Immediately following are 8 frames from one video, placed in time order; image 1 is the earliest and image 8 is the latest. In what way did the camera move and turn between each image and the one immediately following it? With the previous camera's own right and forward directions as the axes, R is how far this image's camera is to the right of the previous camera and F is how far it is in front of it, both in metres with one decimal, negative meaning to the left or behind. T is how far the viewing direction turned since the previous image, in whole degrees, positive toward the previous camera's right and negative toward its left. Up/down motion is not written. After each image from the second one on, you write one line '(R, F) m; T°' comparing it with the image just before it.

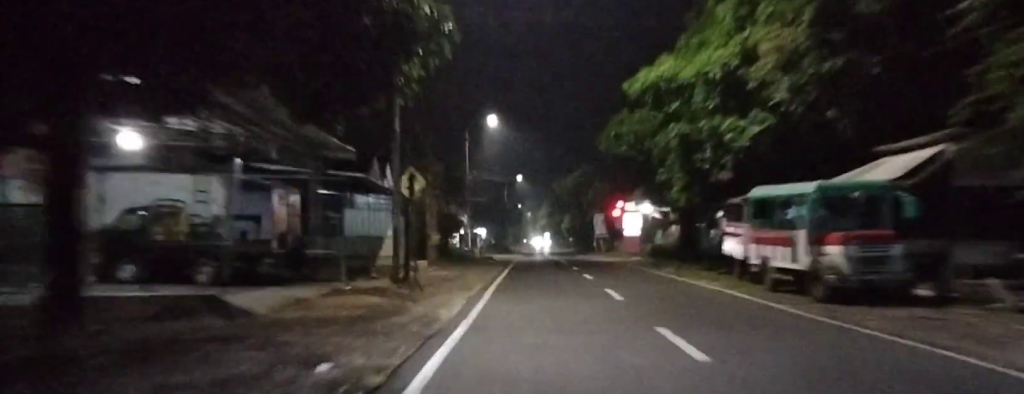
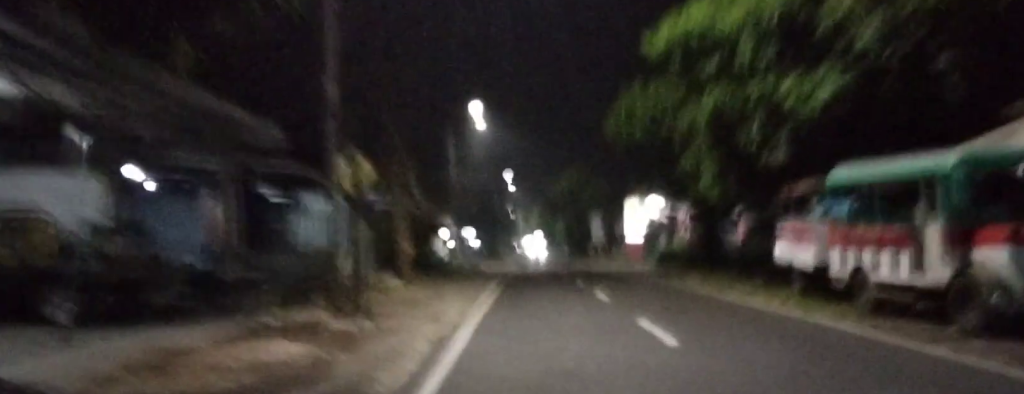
(0.0, +6.2) m; 0°
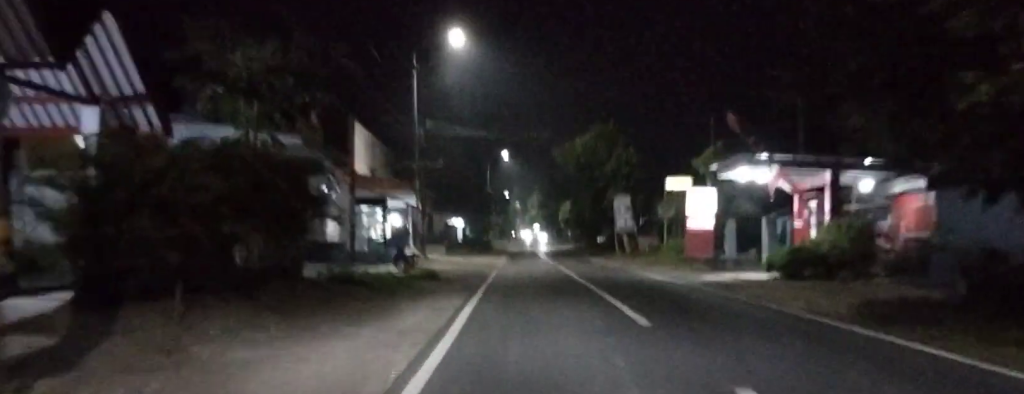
(-0.3, +21.9) m; -1°
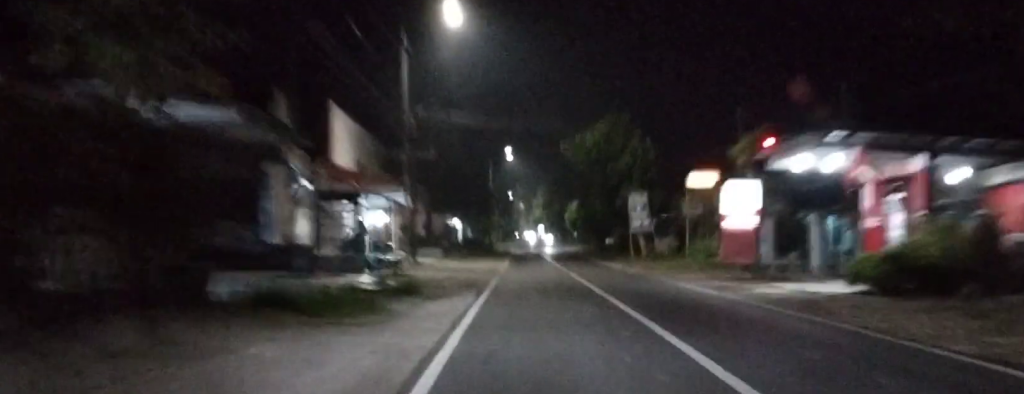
(-0.2, +5.8) m; 0°
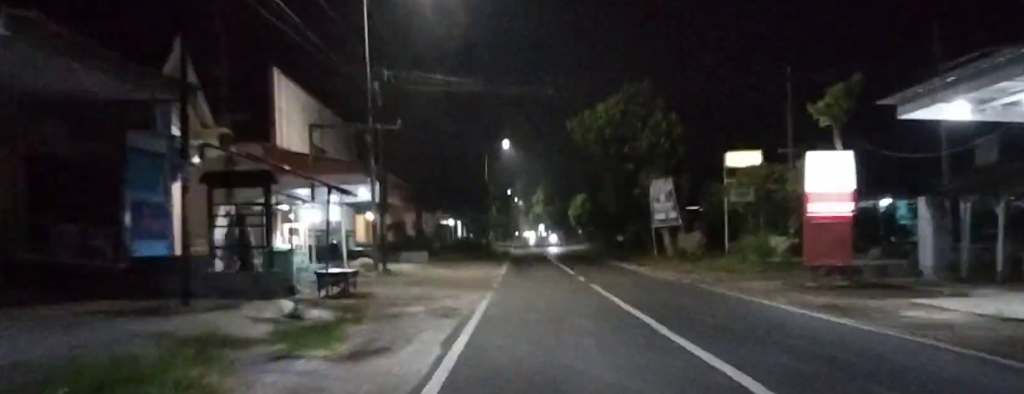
(+0.4, +8.6) m; +2°
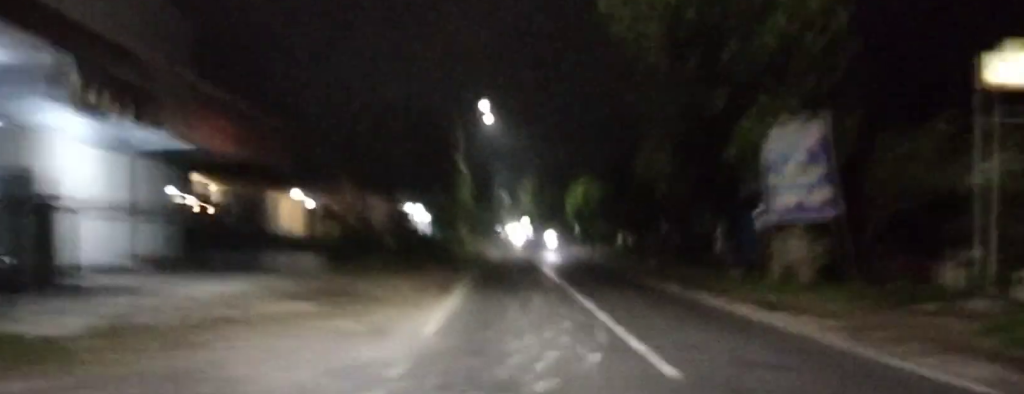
(+0.1, +21.8) m; 0°
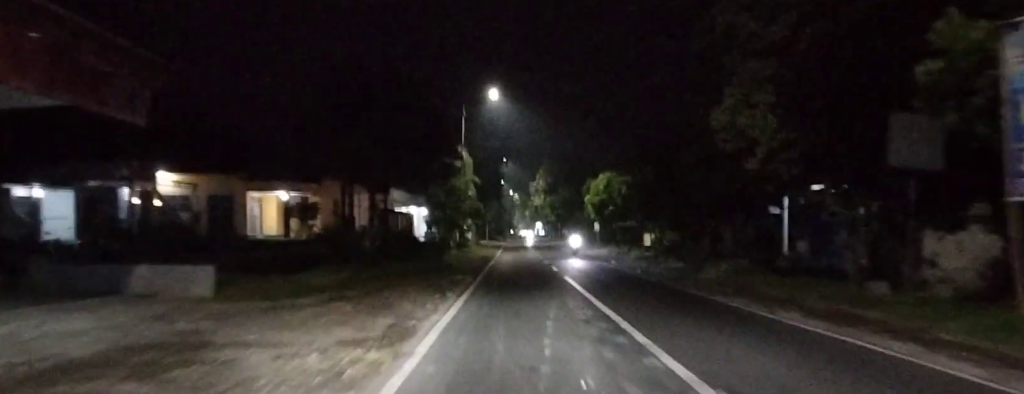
(0.0, +9.7) m; 0°
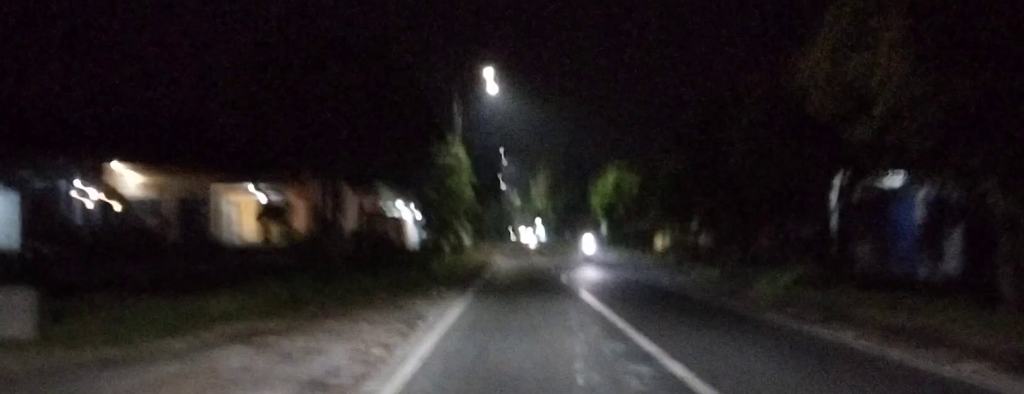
(0.0, +5.8) m; 0°
